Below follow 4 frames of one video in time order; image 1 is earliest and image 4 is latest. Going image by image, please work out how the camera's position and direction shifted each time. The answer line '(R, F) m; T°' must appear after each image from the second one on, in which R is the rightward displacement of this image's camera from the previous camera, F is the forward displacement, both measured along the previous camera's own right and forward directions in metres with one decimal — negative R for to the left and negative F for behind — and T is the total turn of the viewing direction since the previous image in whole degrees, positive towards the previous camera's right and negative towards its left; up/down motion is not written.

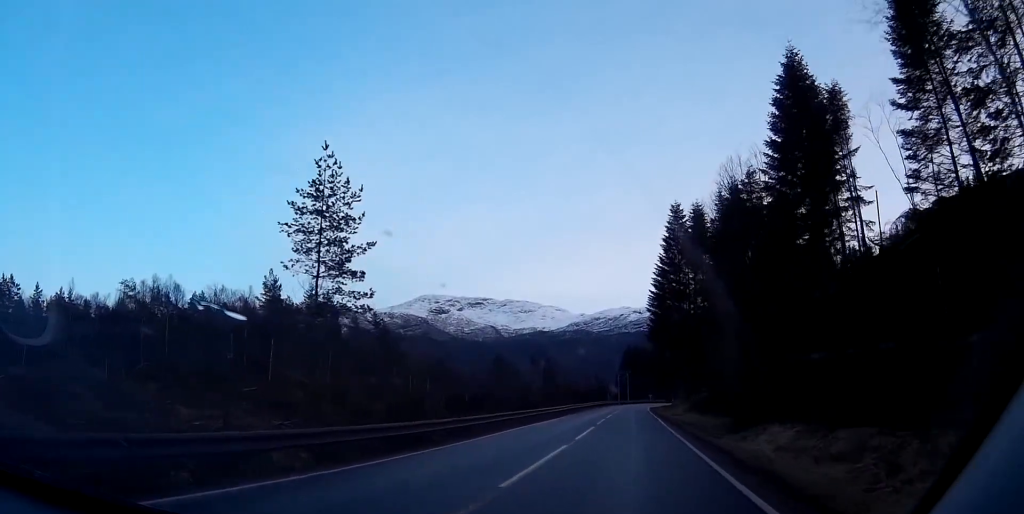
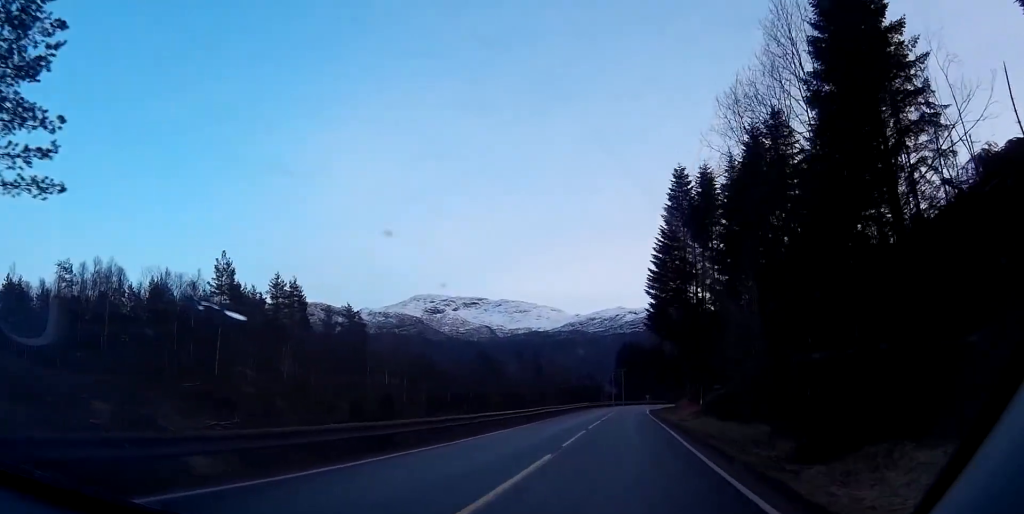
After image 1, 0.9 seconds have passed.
(-0.1, +15.2) m; 0°
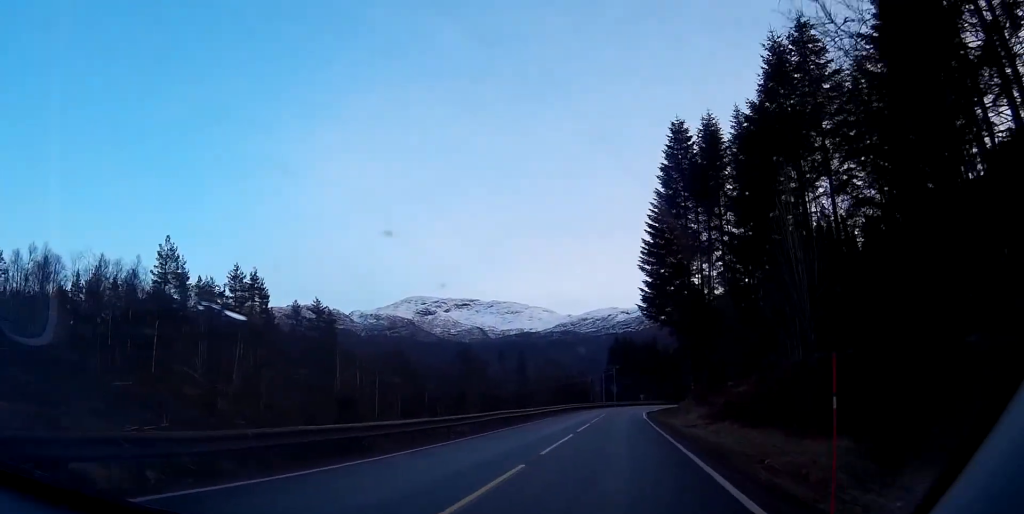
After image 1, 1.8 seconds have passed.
(+0.1, +13.6) m; 0°
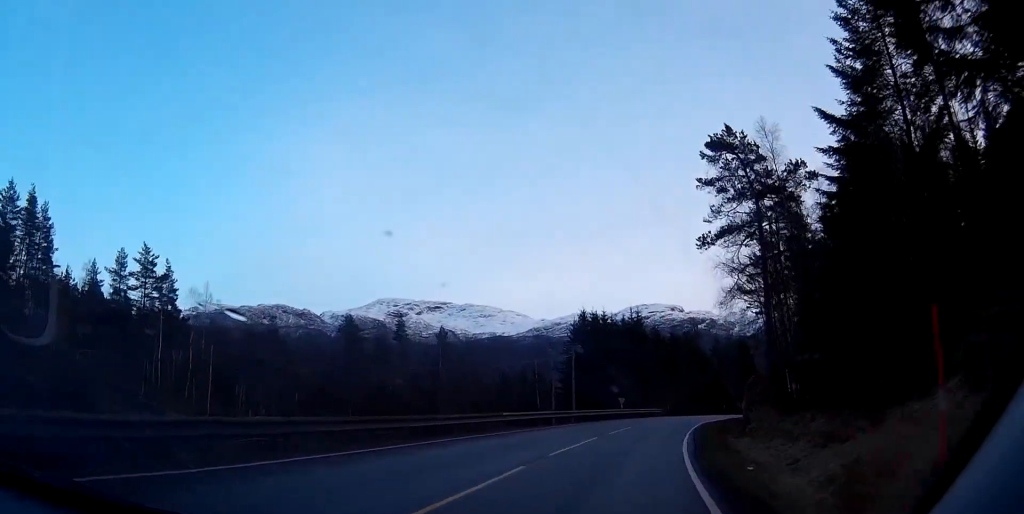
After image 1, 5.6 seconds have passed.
(+0.5, +57.9) m; +3°
